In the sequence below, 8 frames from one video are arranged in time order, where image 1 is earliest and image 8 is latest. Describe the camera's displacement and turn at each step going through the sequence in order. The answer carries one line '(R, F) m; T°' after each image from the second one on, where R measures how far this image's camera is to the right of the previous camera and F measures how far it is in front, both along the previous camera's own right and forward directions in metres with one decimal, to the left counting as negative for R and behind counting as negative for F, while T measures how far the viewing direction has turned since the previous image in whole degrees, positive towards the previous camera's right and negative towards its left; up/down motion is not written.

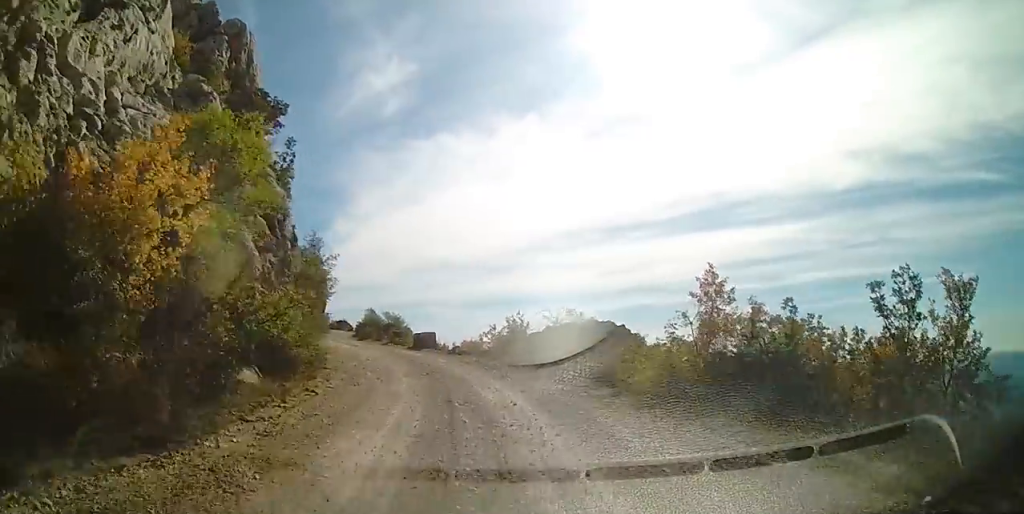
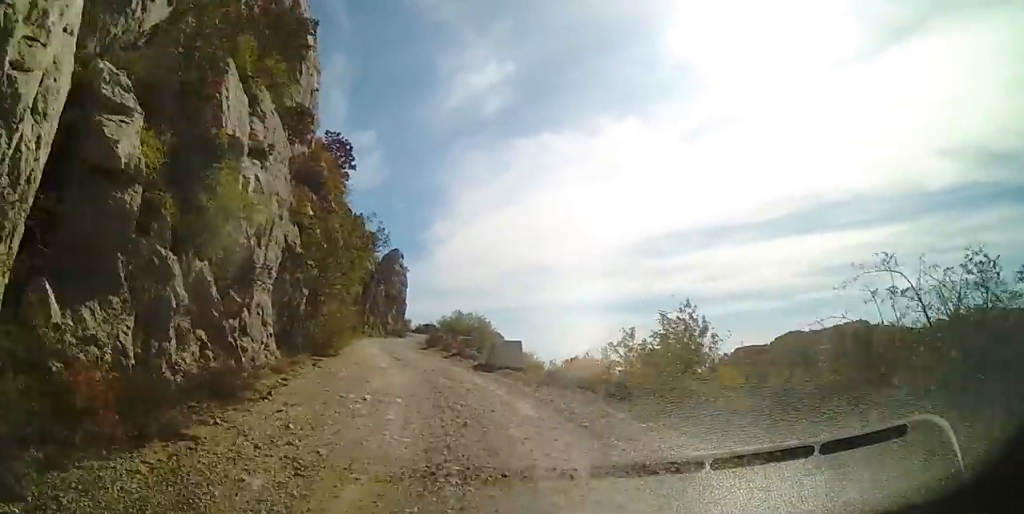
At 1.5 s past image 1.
(-0.6, +11.2) m; -4°
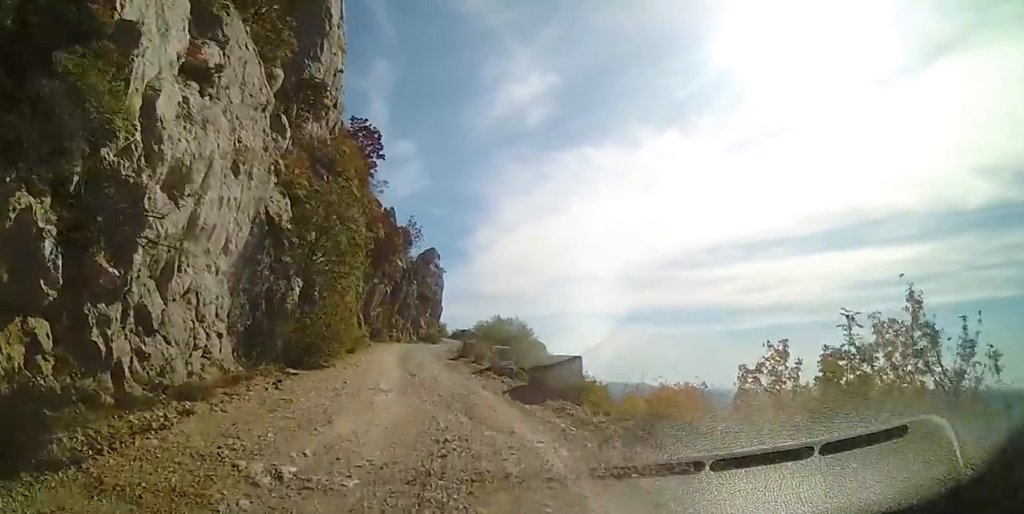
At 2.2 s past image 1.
(+0.4, +4.9) m; -4°
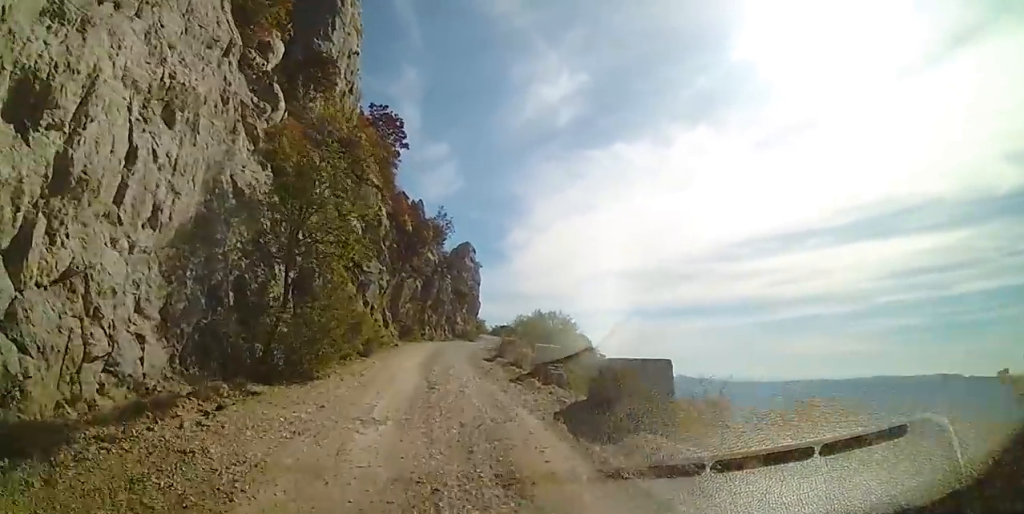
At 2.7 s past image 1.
(-0.4, +3.7) m; -5°
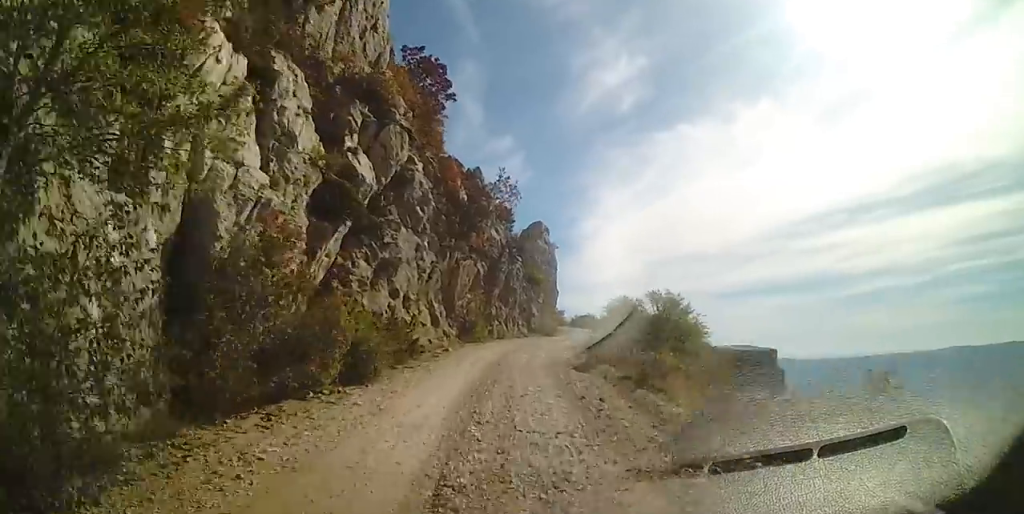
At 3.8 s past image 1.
(-0.9, +8.6) m; -6°
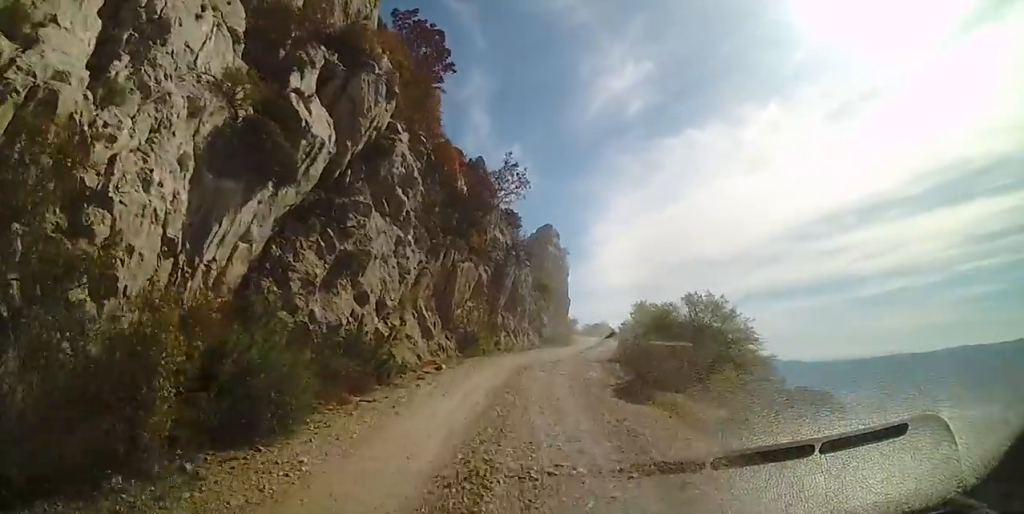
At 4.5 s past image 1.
(0.0, +4.7) m; 0°
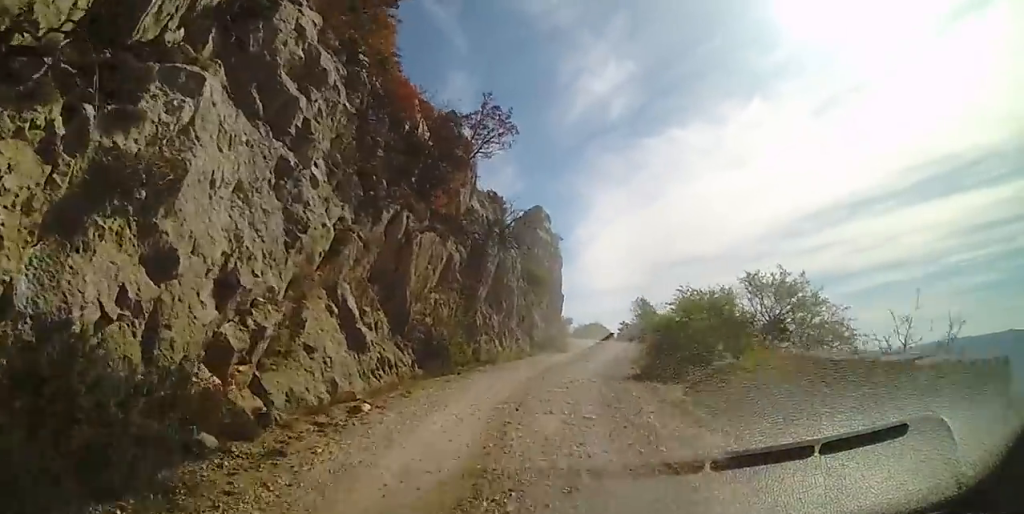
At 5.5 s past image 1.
(+0.1, +7.3) m; -2°
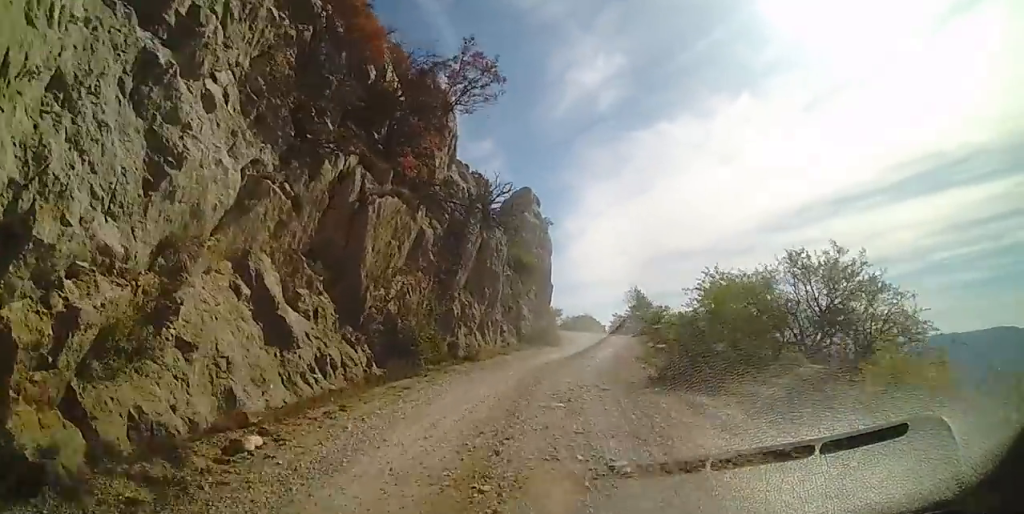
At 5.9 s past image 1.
(-0.1, +3.4) m; -1°
